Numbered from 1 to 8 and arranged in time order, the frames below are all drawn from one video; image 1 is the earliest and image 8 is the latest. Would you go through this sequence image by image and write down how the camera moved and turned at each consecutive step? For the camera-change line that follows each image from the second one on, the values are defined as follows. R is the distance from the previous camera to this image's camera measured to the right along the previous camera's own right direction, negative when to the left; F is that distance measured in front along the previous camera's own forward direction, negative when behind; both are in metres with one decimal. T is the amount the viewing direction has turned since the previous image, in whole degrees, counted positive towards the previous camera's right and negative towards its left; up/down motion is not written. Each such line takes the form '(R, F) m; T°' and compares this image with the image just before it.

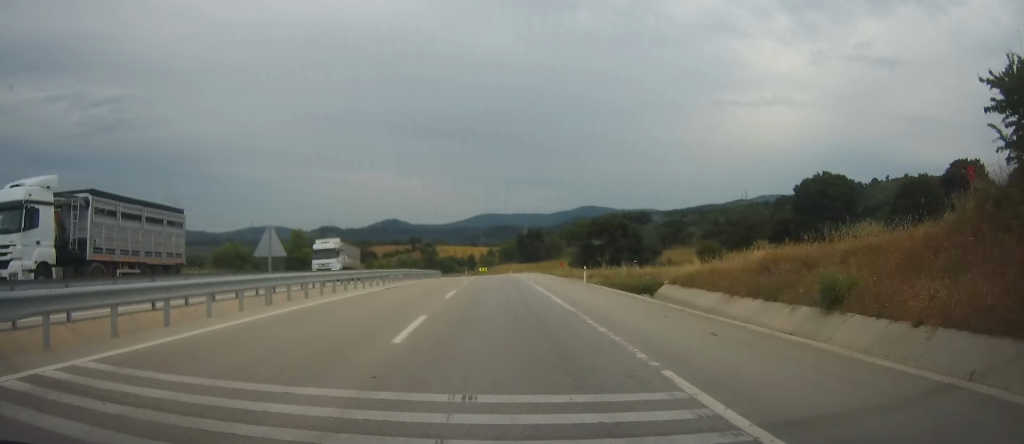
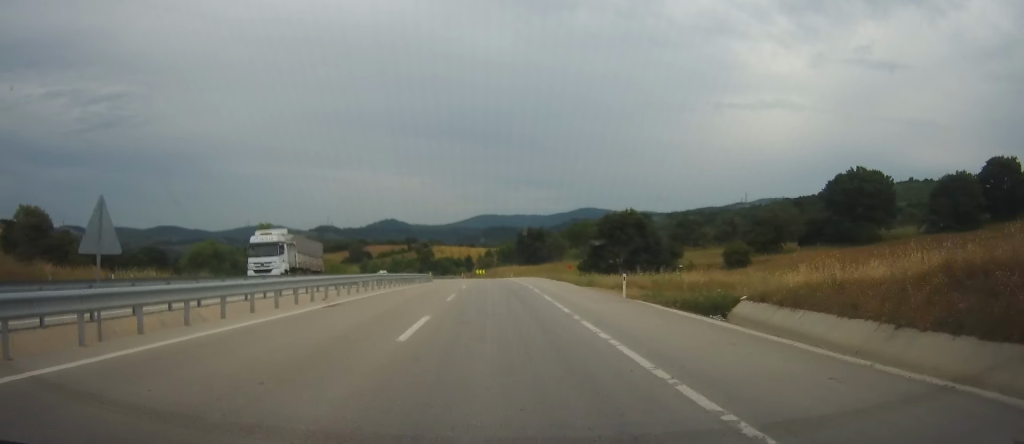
(+0.1, +11.4) m; +1°
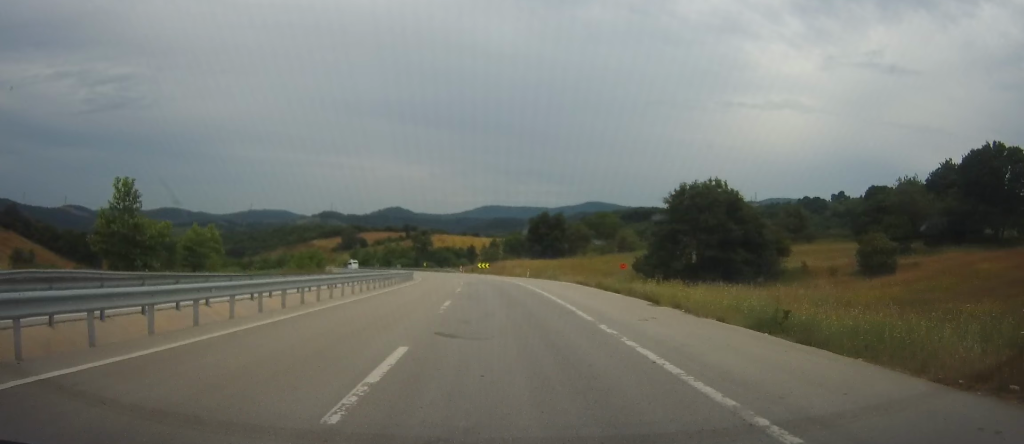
(+0.5, +30.3) m; +1°
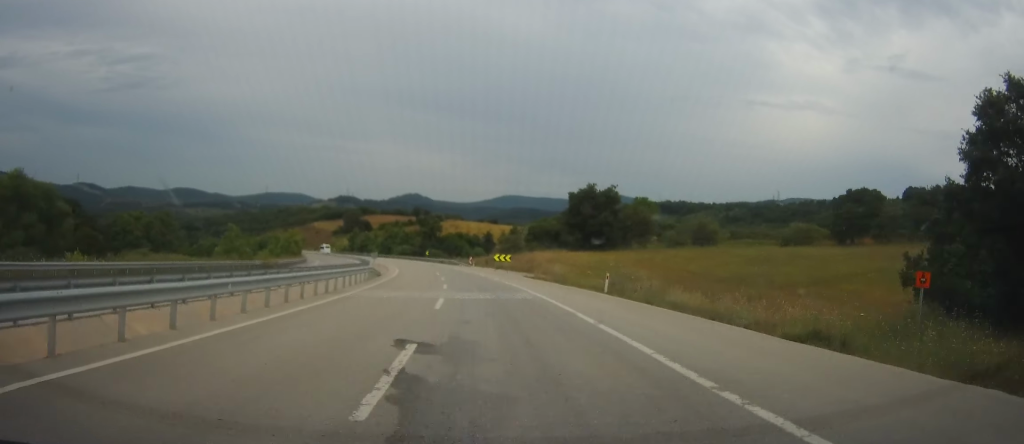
(-0.1, +37.3) m; 0°
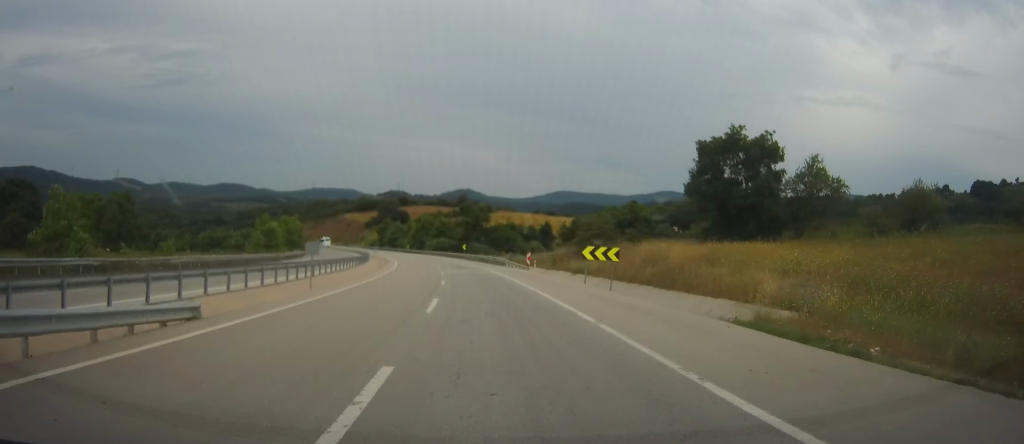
(-0.5, +40.2) m; -2°
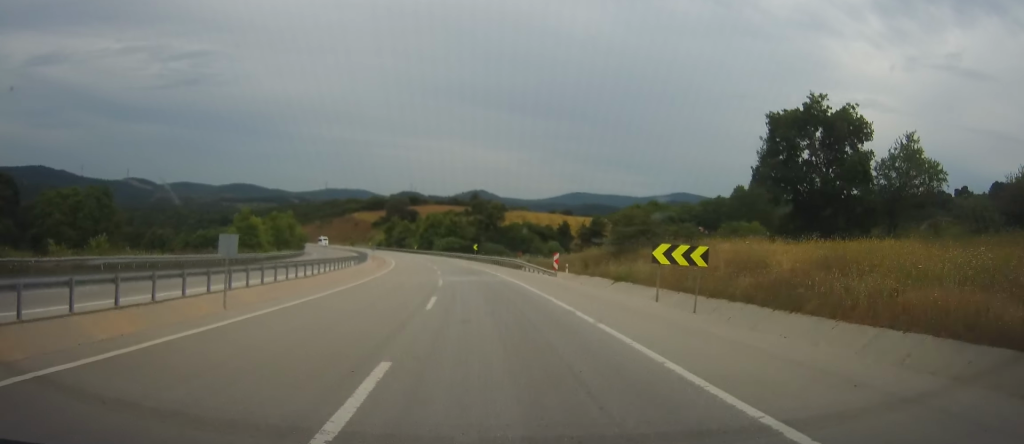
(0.0, +12.4) m; -1°
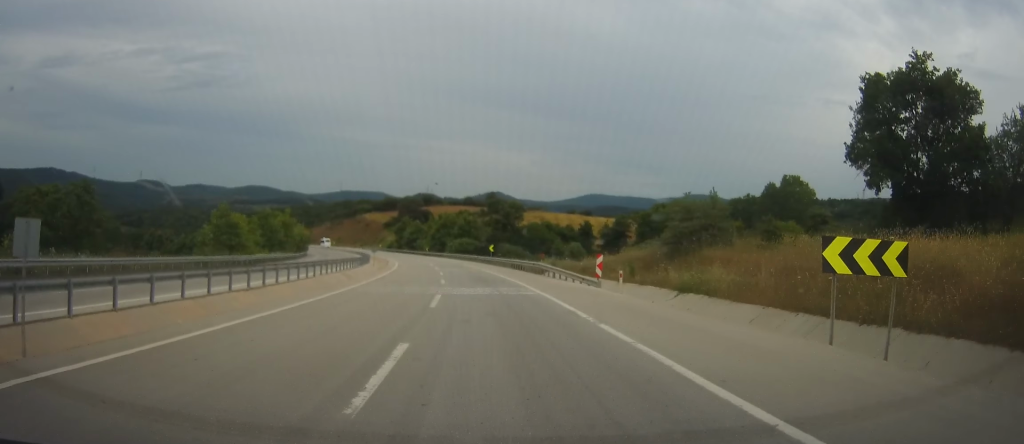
(0.0, +10.3) m; -1°
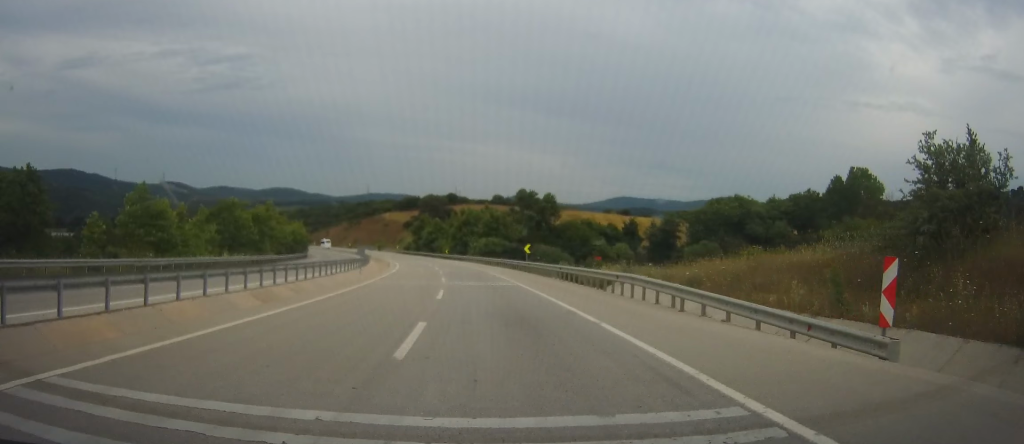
(-0.7, +21.3) m; -3°
